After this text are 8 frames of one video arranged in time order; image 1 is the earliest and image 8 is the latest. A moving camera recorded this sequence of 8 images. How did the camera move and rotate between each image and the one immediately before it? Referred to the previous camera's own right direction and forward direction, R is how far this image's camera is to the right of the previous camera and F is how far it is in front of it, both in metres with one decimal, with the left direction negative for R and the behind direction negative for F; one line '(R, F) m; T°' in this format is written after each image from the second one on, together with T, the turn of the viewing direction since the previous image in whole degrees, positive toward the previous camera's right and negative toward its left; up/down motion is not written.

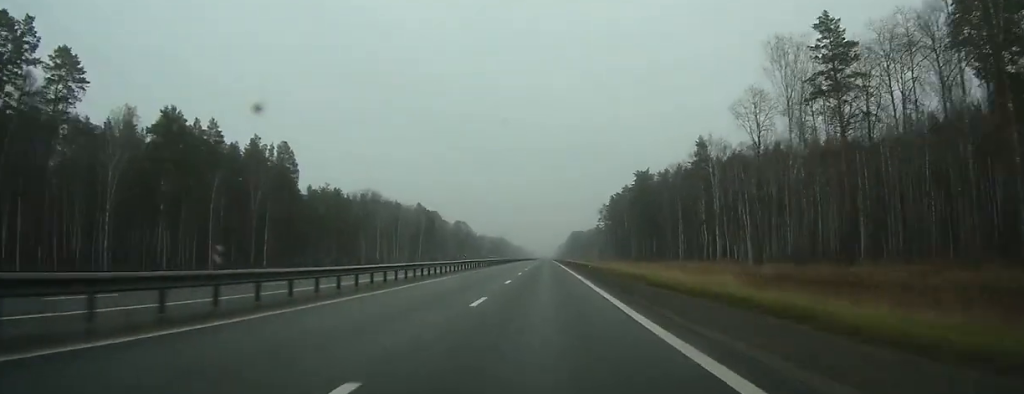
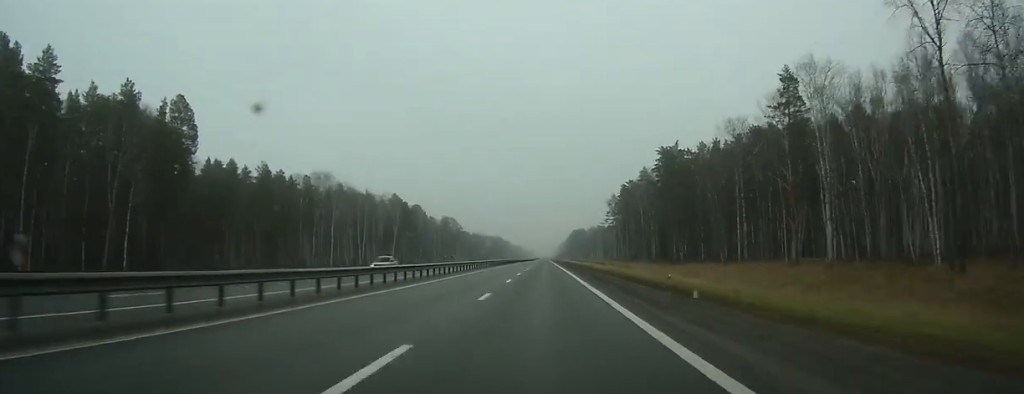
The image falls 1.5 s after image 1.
(-0.1, +45.6) m; 0°
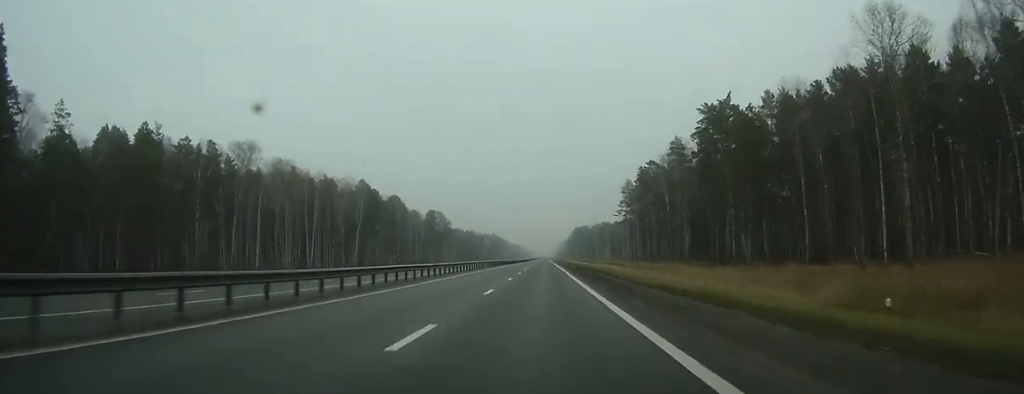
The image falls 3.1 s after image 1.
(-0.1, +45.5) m; 0°
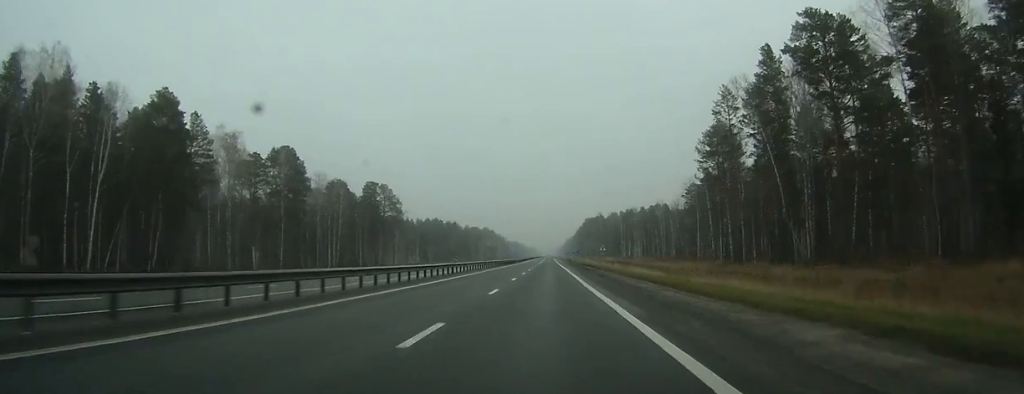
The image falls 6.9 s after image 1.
(+0.4, +114.1) m; 0°
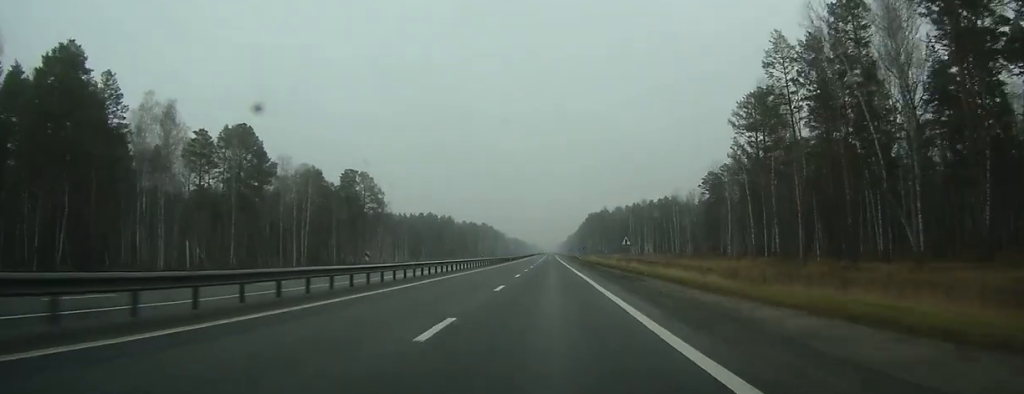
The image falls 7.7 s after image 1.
(0.0, +23.4) m; 0°
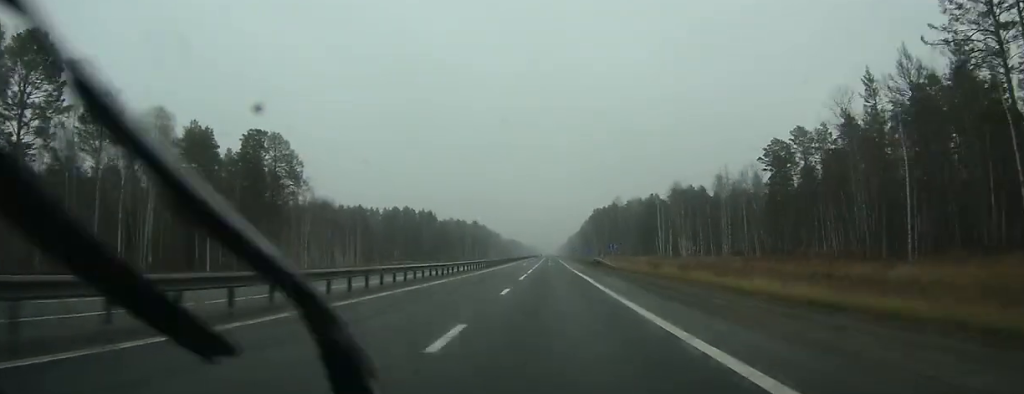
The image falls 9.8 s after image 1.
(-0.2, +60.4) m; 0°
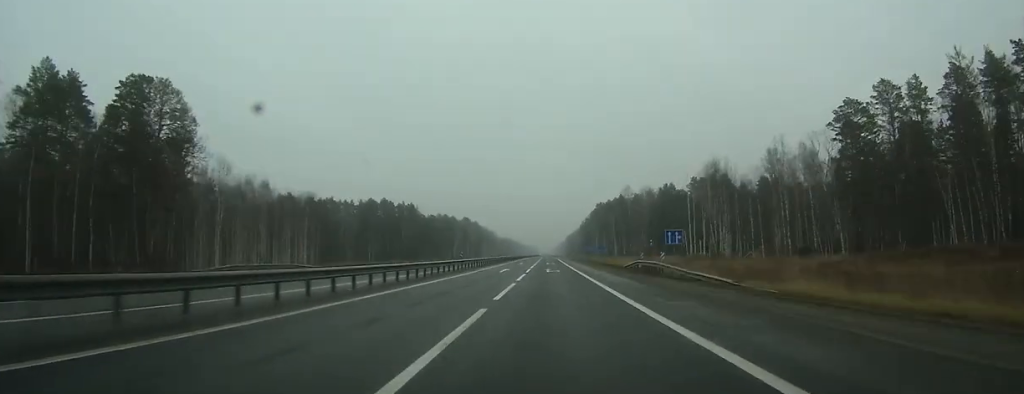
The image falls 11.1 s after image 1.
(0.0, +38.7) m; 0°
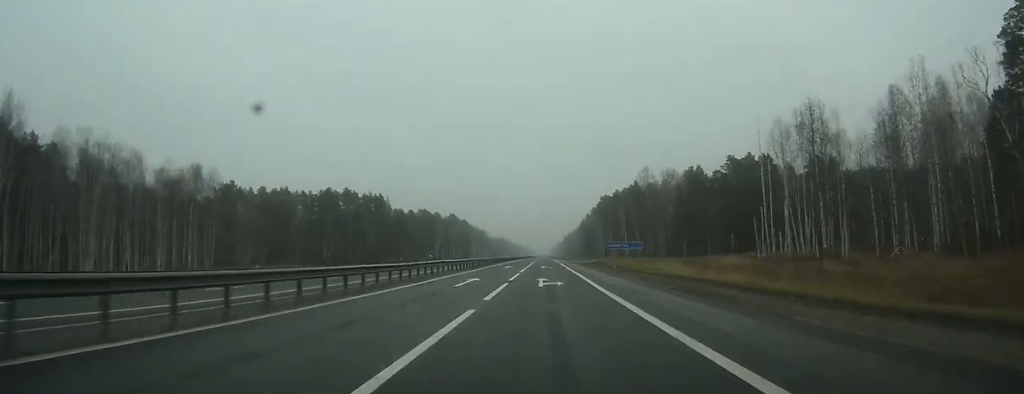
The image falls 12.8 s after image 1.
(+0.1, +48.3) m; 0°
